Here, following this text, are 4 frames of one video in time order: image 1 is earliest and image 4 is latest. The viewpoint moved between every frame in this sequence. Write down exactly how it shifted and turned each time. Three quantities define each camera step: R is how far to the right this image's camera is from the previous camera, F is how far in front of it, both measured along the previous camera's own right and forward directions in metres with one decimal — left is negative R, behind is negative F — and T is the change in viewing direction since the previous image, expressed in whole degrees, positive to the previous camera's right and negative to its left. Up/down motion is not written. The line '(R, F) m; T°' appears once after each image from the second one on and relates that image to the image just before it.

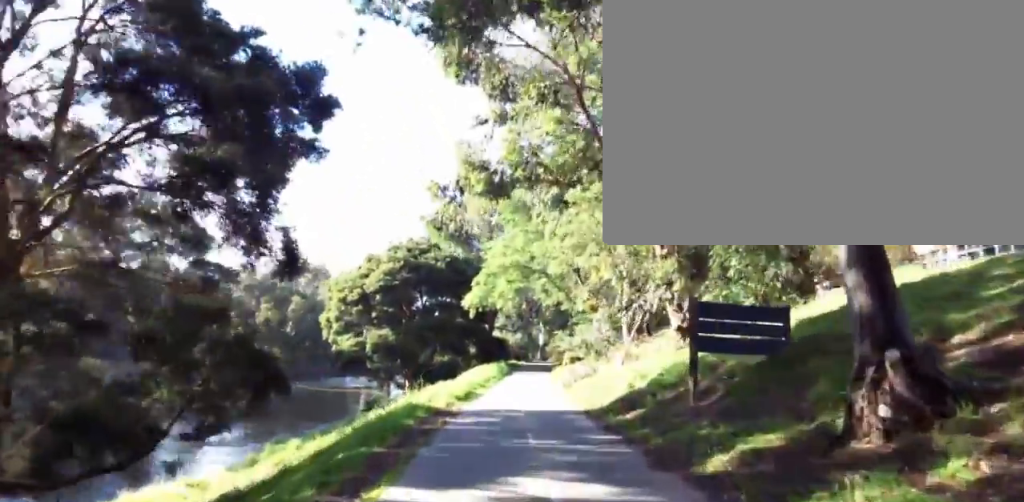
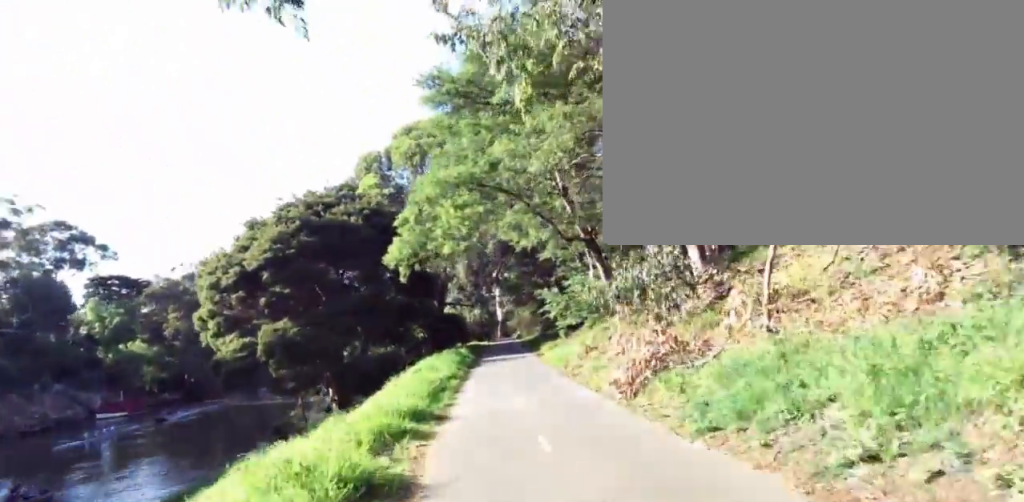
(0.0, +13.8) m; -2°
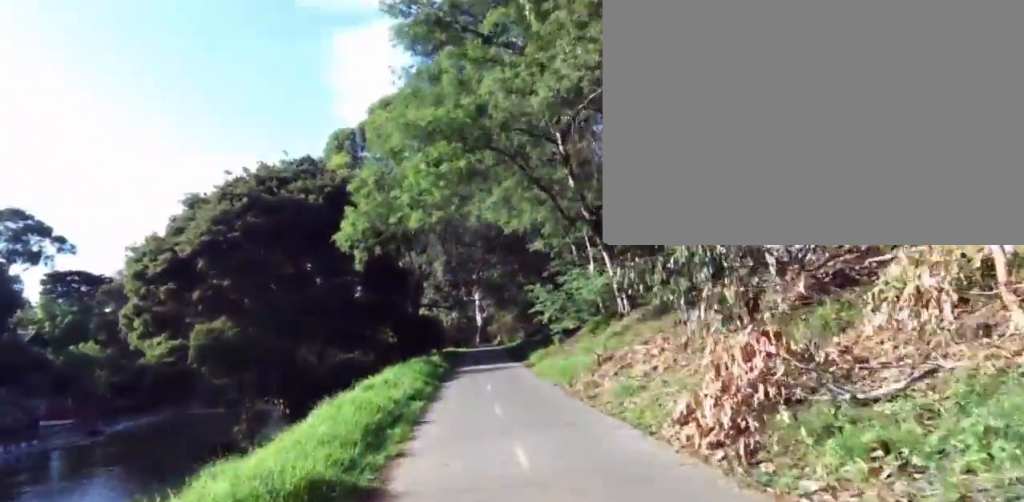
(0.0, +4.8) m; 0°
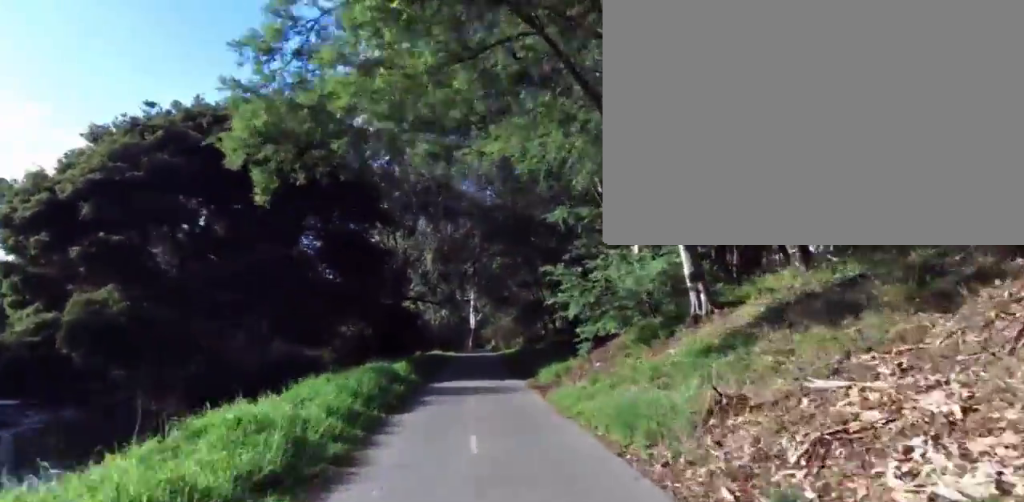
(-0.3, +7.3) m; +4°
